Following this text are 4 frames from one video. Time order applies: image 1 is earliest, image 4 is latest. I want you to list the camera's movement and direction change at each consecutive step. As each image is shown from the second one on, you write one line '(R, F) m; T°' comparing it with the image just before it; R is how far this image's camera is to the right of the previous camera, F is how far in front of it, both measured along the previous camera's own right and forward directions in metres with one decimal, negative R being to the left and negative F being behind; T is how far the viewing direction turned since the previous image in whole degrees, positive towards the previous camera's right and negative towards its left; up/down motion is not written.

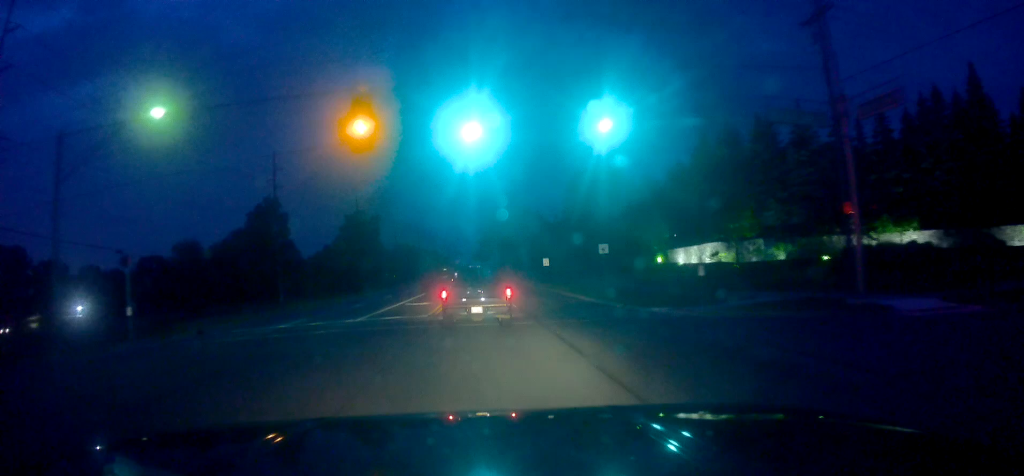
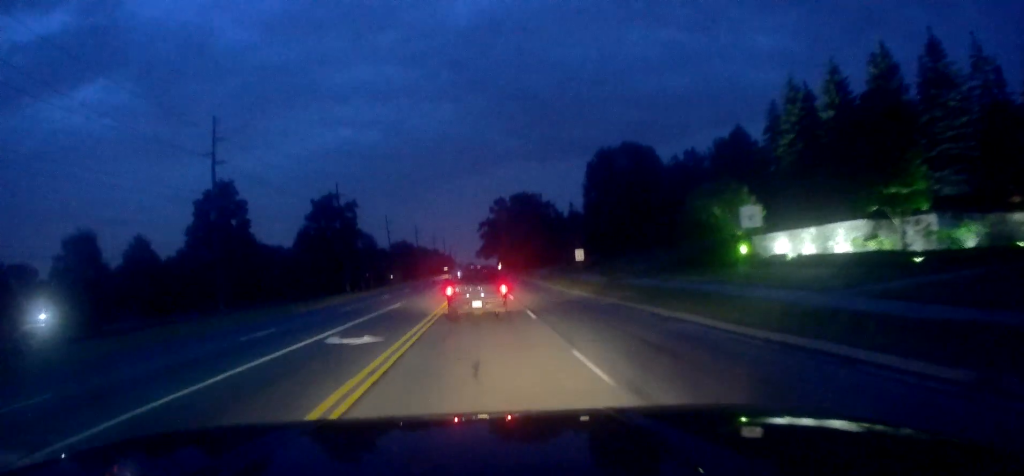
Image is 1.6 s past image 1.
(+0.3, +16.0) m; +2°
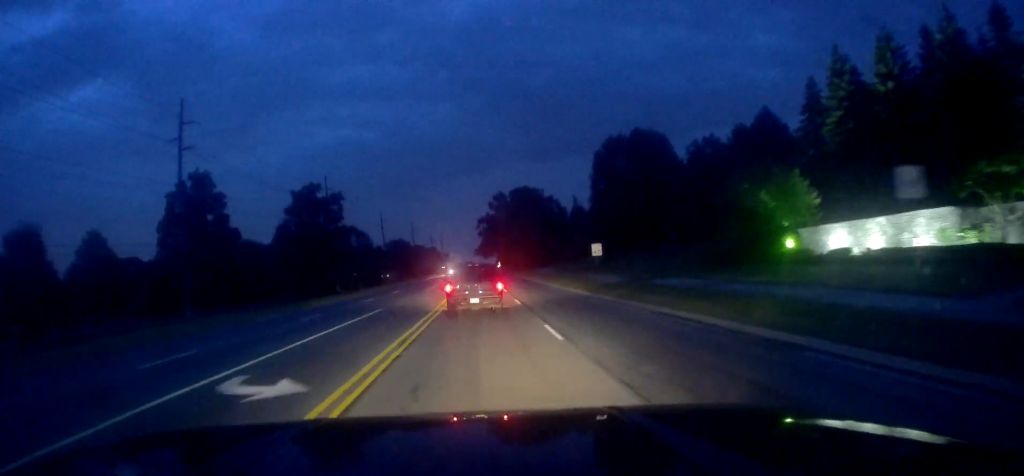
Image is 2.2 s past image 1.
(0.0, +6.3) m; -2°
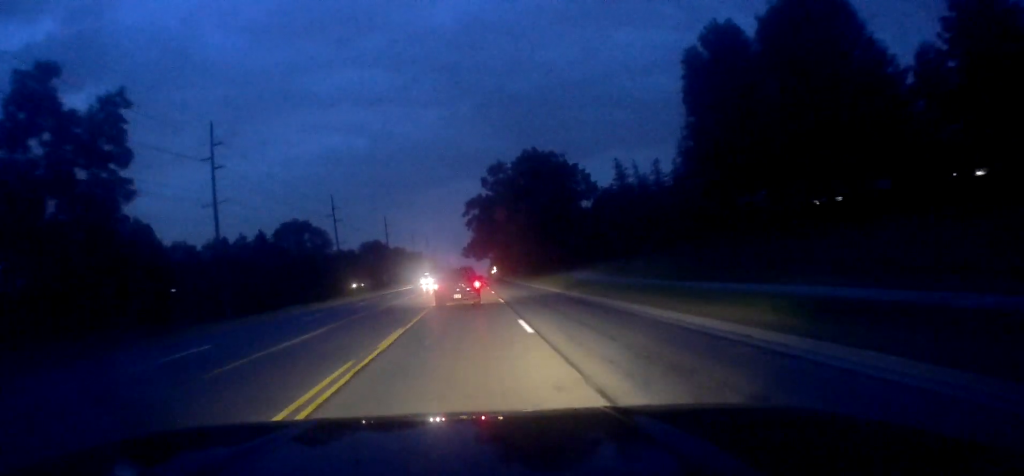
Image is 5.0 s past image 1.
(-0.7, +38.8) m; -1°
